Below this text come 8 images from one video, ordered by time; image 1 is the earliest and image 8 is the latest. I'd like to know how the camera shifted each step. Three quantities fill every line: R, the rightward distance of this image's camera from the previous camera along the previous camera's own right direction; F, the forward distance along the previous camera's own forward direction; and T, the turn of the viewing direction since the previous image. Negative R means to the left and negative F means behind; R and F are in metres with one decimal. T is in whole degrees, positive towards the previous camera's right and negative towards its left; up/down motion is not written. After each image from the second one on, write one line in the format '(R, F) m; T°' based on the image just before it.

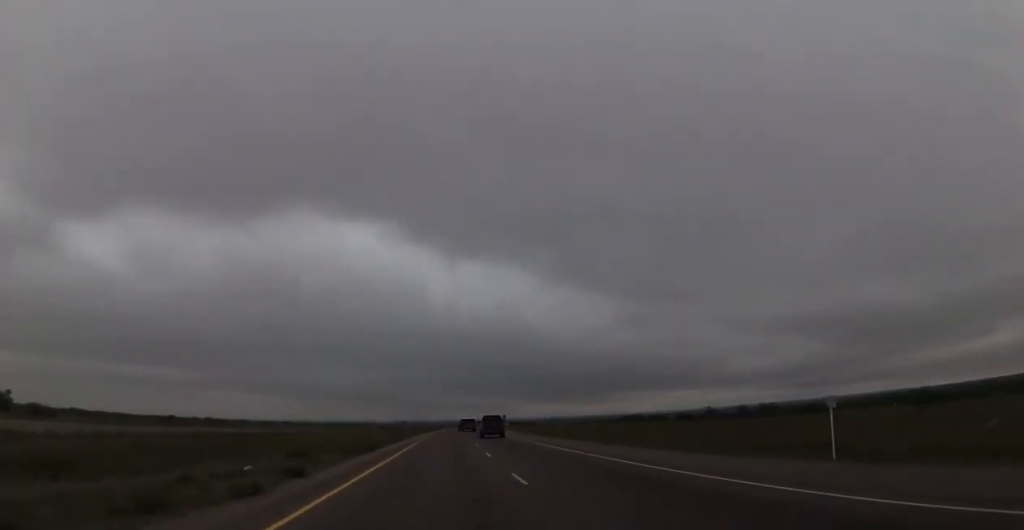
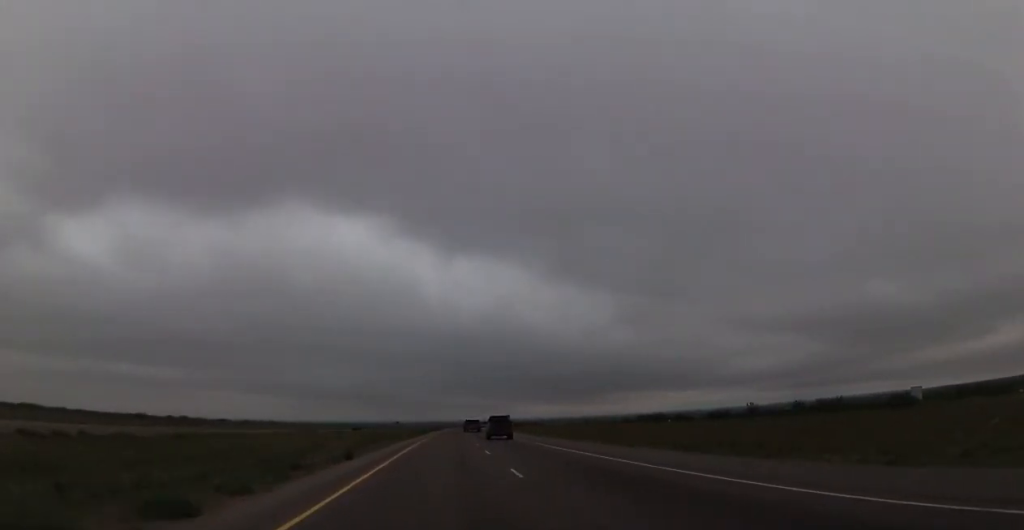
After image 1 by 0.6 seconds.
(+0.1, +22.5) m; +1°
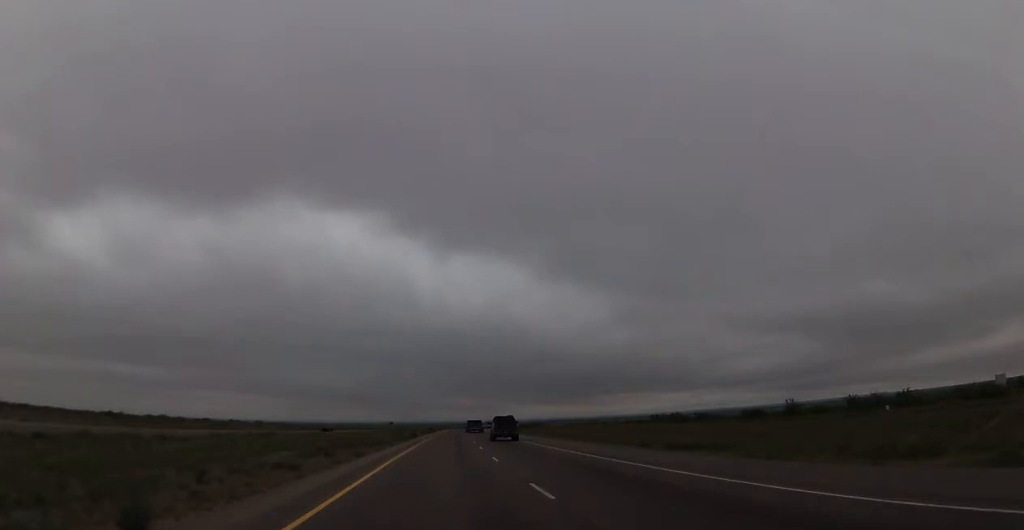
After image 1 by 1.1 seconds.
(0.0, +16.6) m; +1°
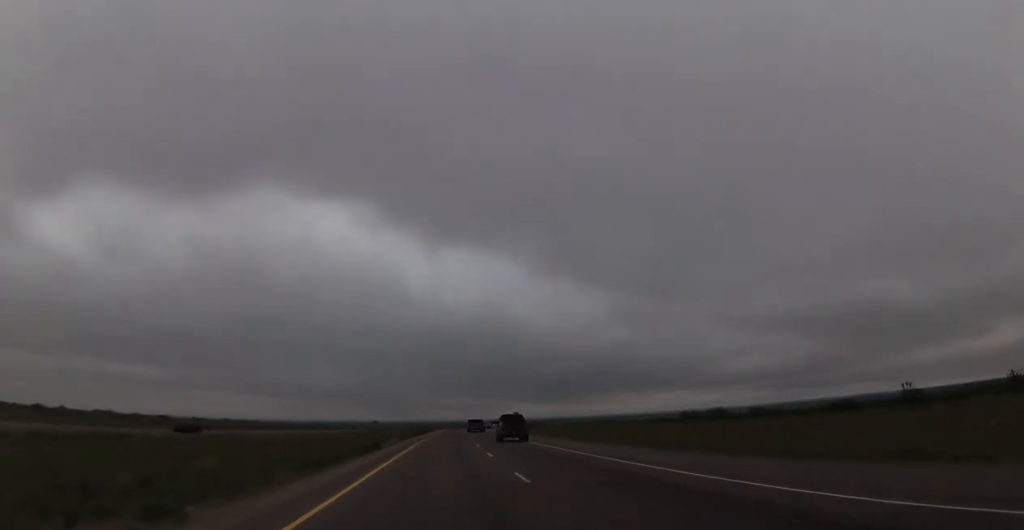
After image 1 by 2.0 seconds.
(+0.4, +33.2) m; +1°
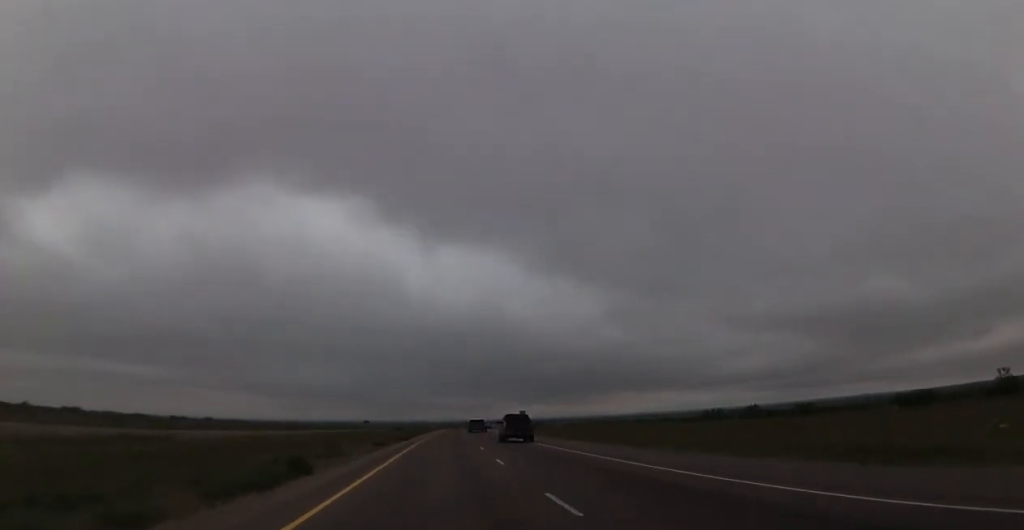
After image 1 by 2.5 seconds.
(0.0, +17.8) m; 0°
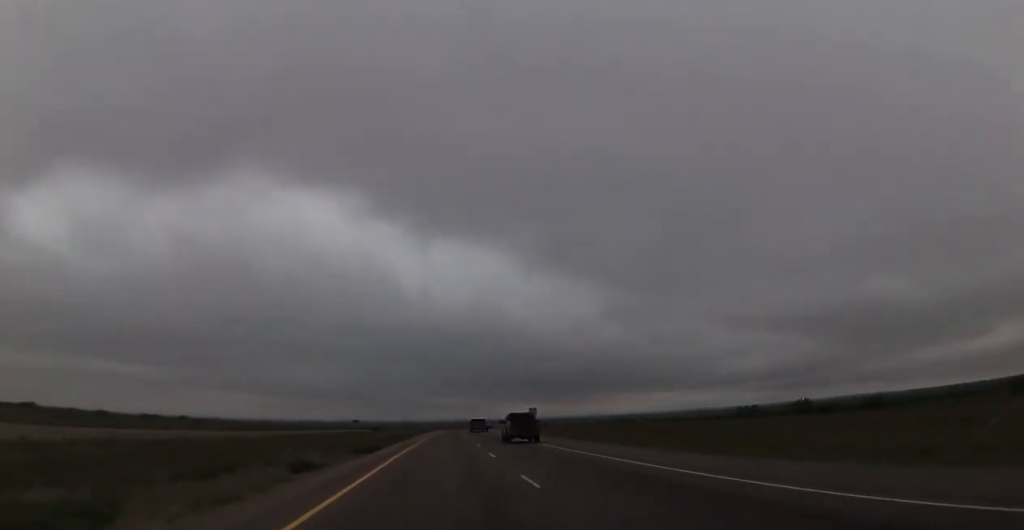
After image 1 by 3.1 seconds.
(0.0, +20.1) m; 0°
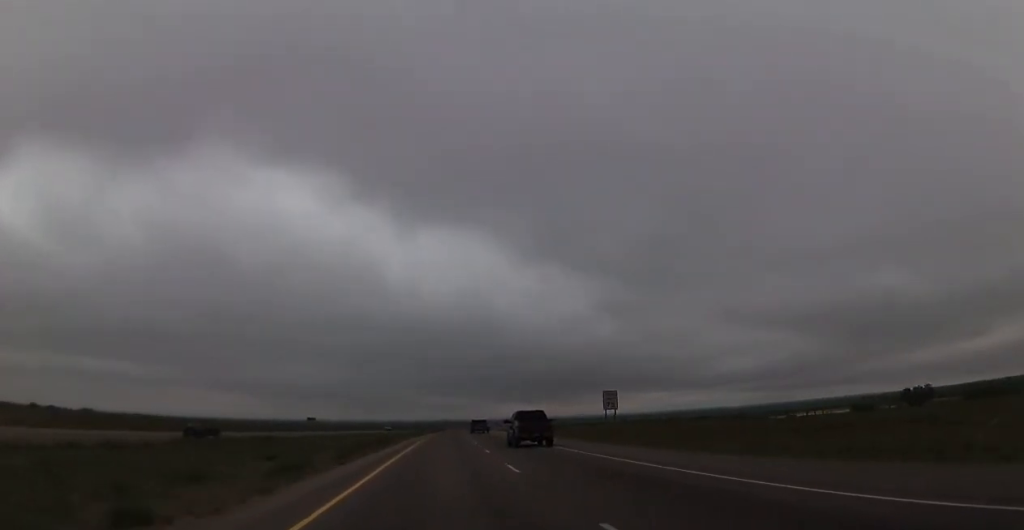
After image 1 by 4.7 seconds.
(+0.3, +56.9) m; +1°
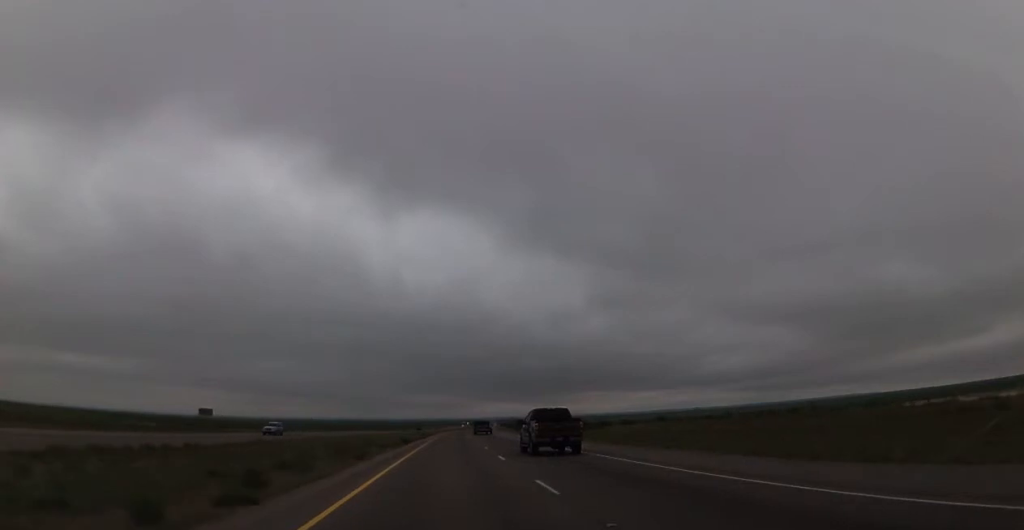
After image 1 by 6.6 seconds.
(+1.1, +66.3) m; +1°
